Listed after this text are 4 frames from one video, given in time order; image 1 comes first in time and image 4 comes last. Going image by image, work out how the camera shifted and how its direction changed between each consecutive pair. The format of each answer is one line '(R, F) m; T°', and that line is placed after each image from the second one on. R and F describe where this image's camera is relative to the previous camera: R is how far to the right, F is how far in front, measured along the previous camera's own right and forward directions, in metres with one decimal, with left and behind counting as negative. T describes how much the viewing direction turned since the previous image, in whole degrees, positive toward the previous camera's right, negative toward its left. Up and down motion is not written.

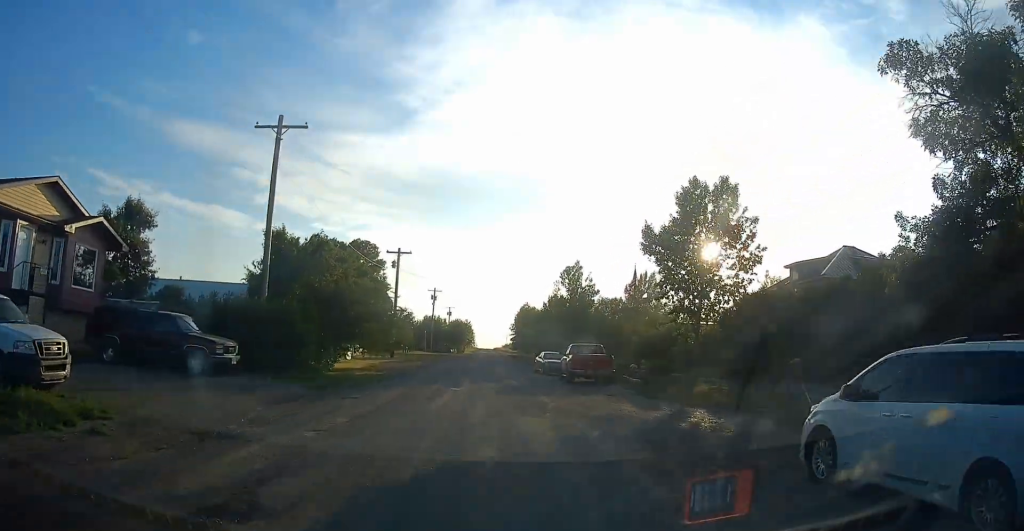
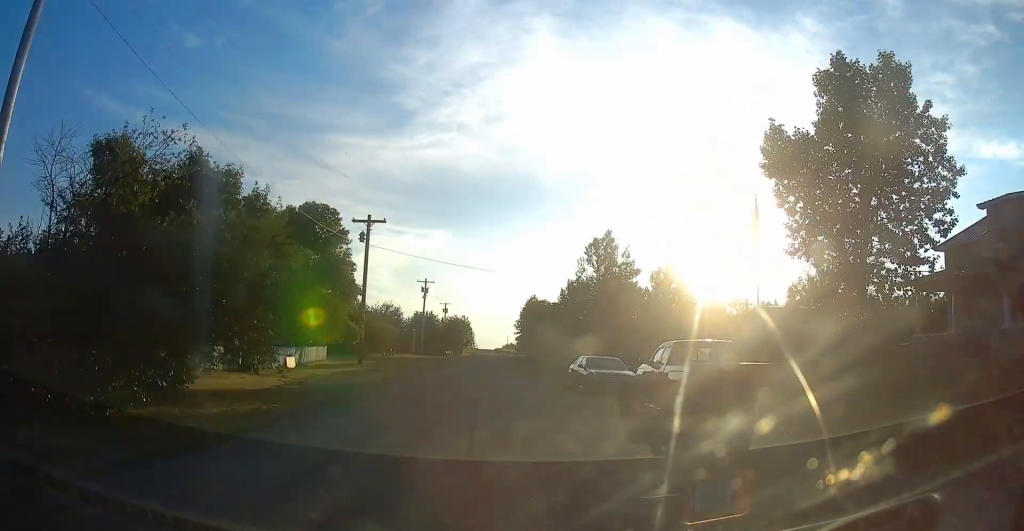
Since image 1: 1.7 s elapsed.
(-0.3, +16.3) m; -1°
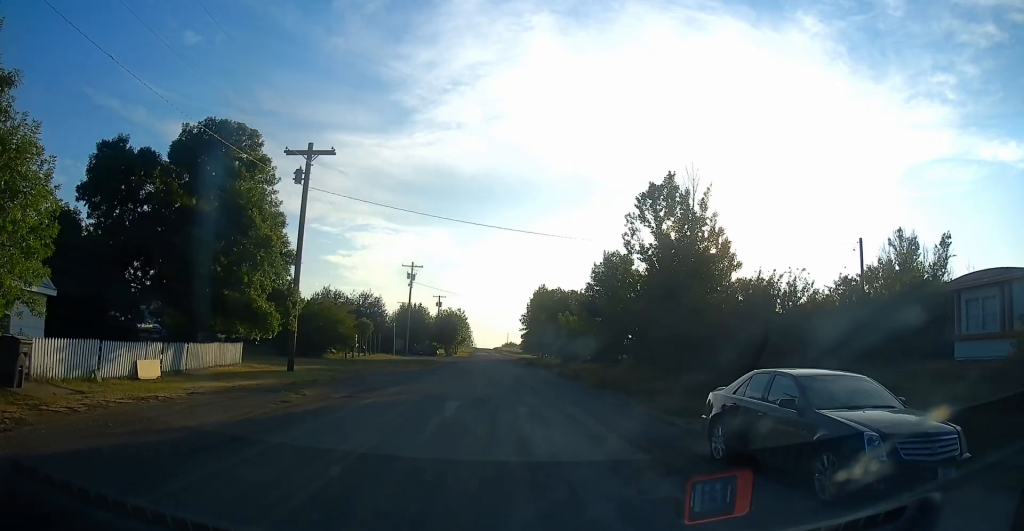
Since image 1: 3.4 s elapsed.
(0.0, +16.6) m; 0°
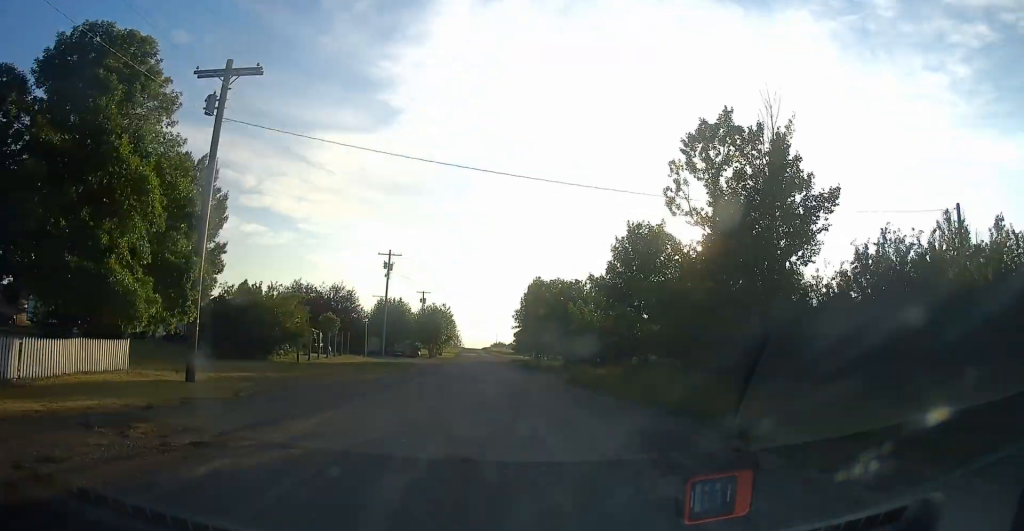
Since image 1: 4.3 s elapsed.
(0.0, +9.5) m; 0°
